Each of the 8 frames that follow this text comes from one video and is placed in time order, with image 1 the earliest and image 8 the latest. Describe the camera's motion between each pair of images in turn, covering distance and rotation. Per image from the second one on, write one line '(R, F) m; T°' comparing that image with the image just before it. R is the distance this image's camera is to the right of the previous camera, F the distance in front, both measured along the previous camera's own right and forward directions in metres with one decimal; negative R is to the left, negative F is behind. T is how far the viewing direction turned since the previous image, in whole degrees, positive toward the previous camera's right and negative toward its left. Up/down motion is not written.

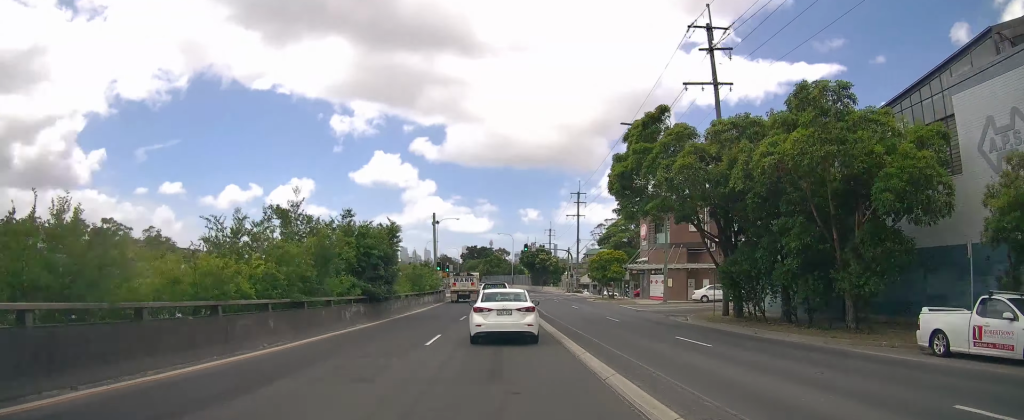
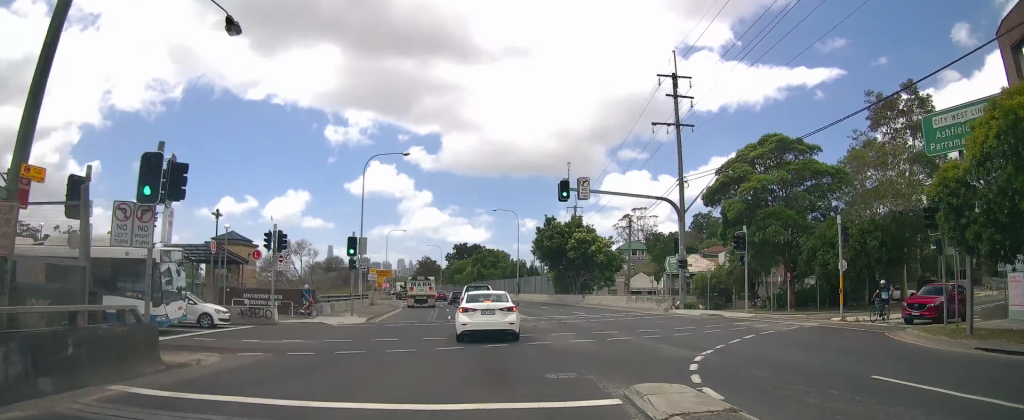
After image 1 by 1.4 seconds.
(-0.5, +49.8) m; -2°
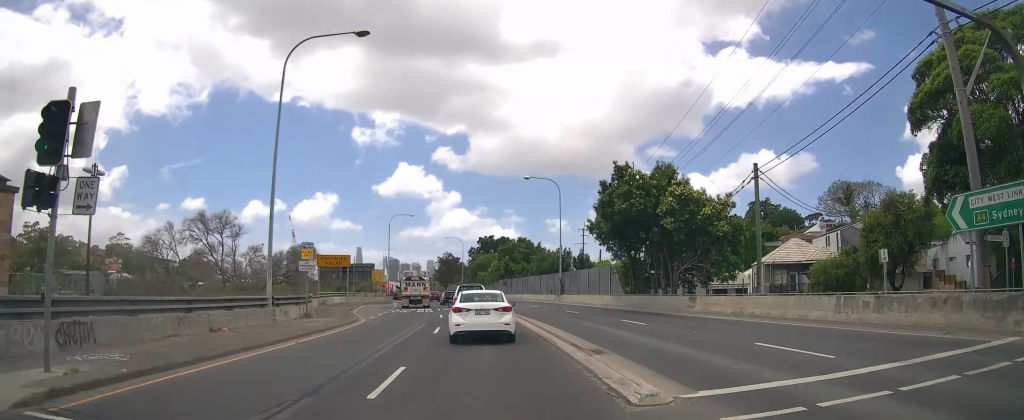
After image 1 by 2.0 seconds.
(+0.1, +21.9) m; -2°
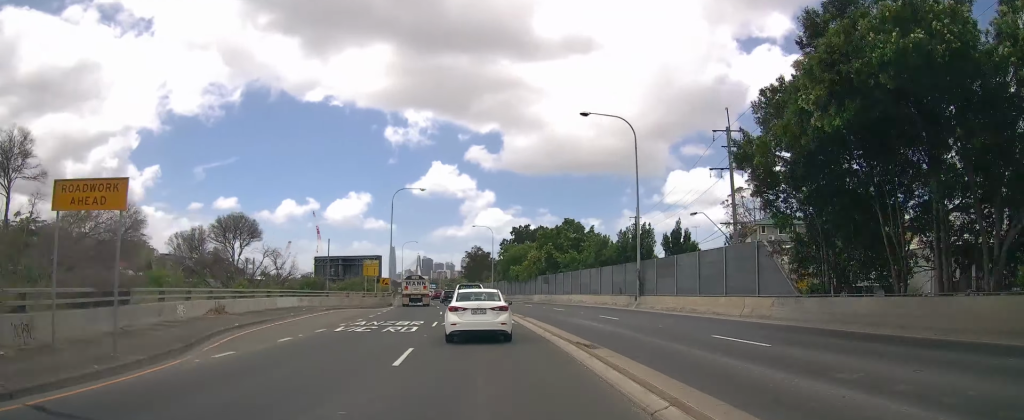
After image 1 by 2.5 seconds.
(-0.6, +20.6) m; -3°
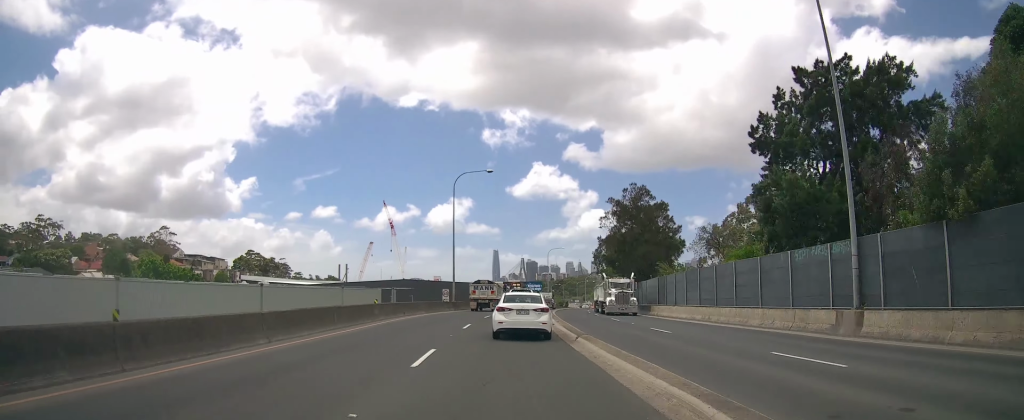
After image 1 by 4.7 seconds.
(-8.6, +83.7) m; -8°
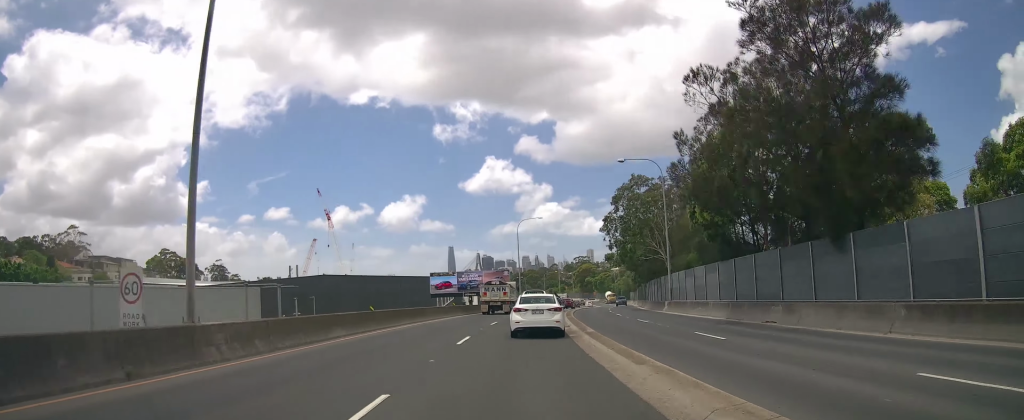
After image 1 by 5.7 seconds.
(+0.3, +42.5) m; +4°
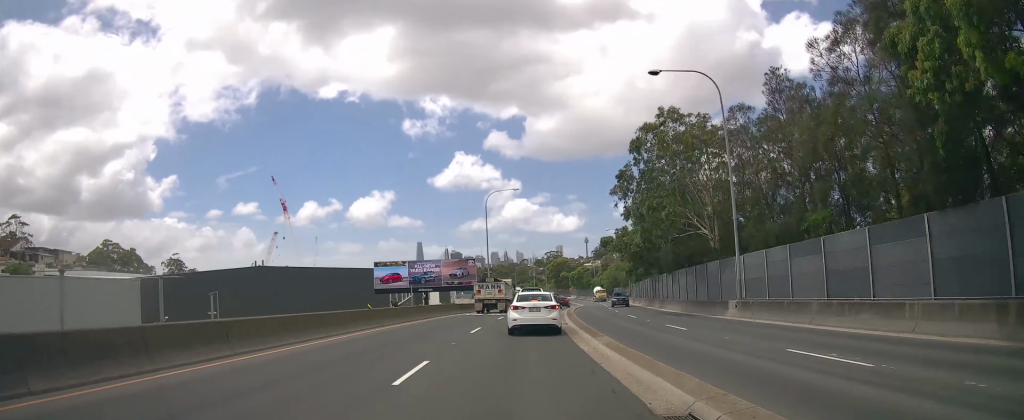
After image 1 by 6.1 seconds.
(+0.5, +19.9) m; +3°
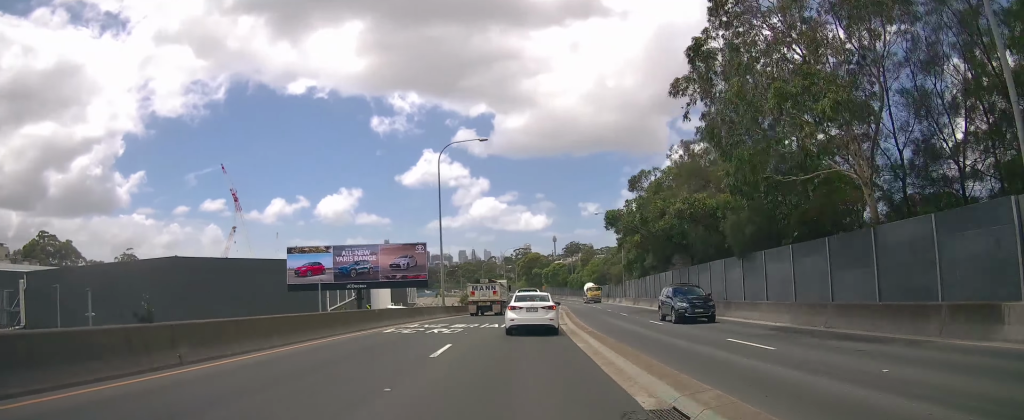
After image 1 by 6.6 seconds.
(+0.7, +19.8) m; +3°
